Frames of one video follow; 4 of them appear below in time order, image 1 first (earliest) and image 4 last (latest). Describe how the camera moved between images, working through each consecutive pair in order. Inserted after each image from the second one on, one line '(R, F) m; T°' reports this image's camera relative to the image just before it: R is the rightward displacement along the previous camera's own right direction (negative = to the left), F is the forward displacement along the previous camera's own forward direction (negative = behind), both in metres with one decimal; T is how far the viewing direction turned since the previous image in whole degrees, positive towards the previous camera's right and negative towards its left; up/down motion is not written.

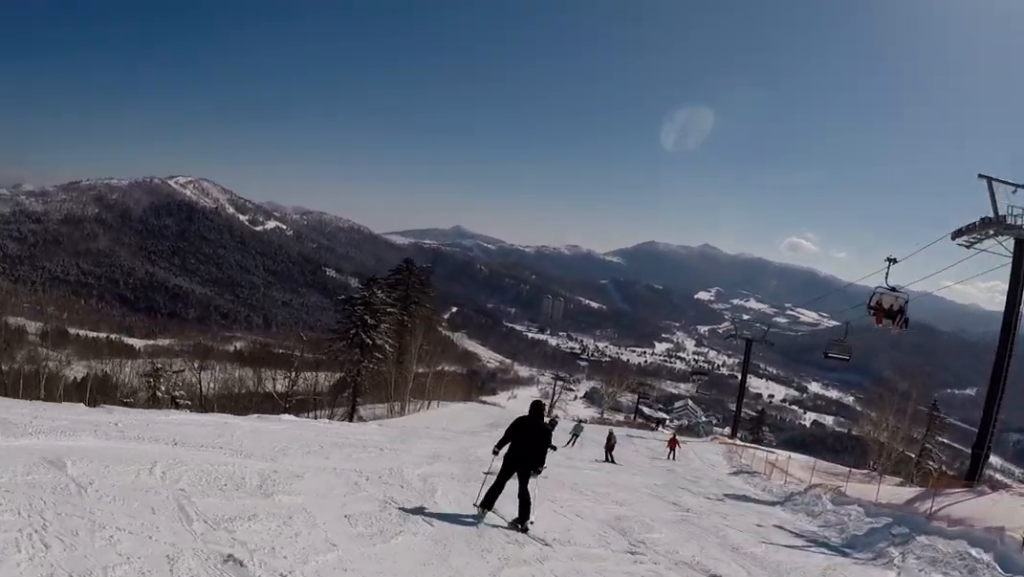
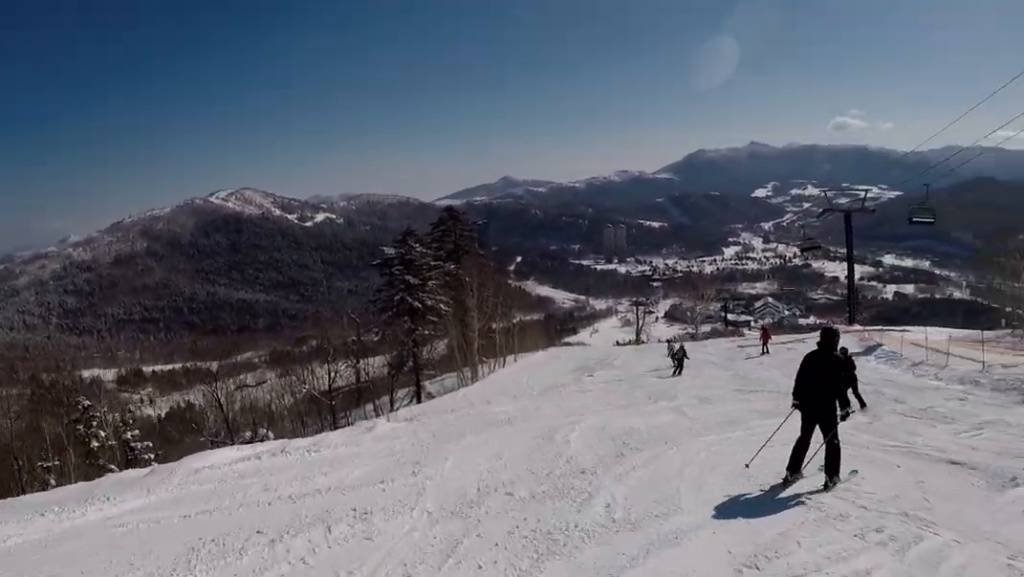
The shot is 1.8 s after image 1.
(-0.2, +7.6) m; -7°
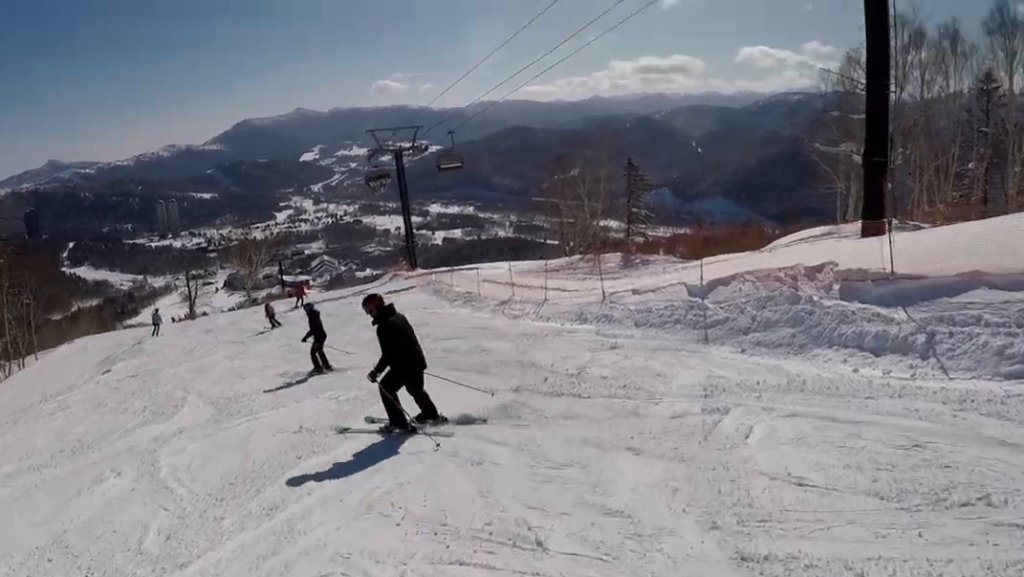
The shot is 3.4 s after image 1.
(+1.2, +7.1) m; +20°
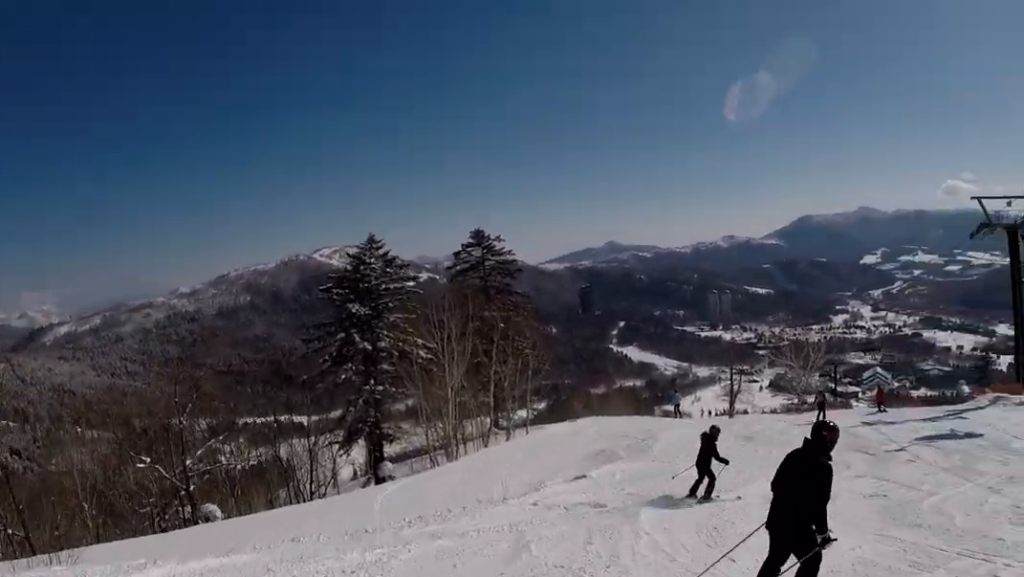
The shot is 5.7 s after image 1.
(-1.2, +10.5) m; -24°
